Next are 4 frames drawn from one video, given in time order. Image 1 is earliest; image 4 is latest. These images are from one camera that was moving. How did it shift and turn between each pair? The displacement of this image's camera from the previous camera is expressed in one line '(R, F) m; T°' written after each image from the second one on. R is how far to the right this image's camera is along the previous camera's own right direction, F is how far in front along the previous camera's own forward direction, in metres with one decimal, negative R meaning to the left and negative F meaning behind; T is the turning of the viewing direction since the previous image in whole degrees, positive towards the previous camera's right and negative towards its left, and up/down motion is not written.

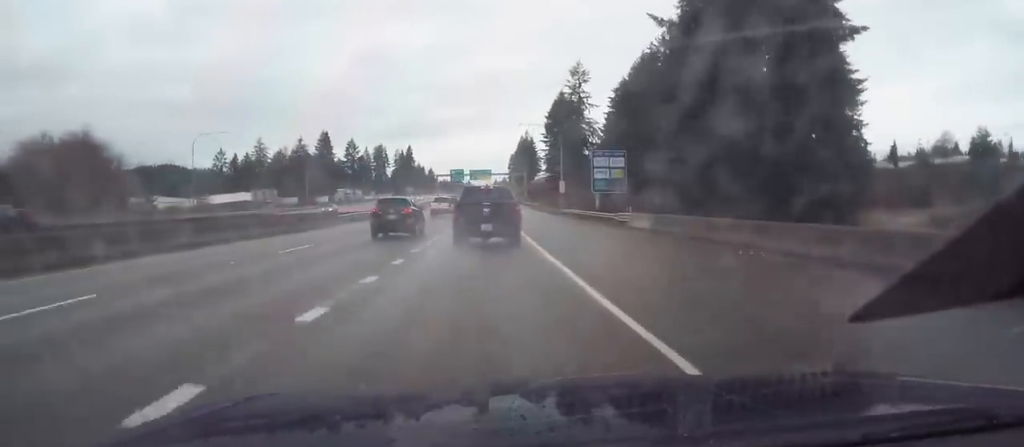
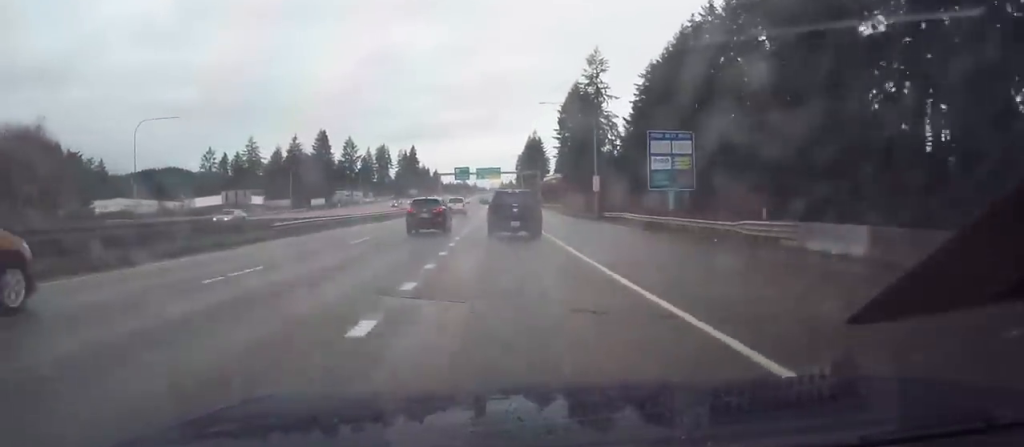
(+0.1, +19.4) m; -1°
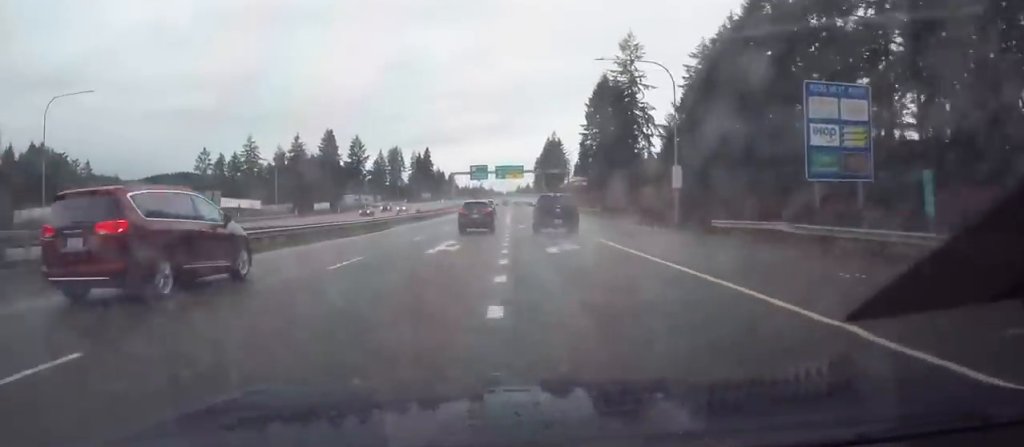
(-0.2, +21.7) m; 0°
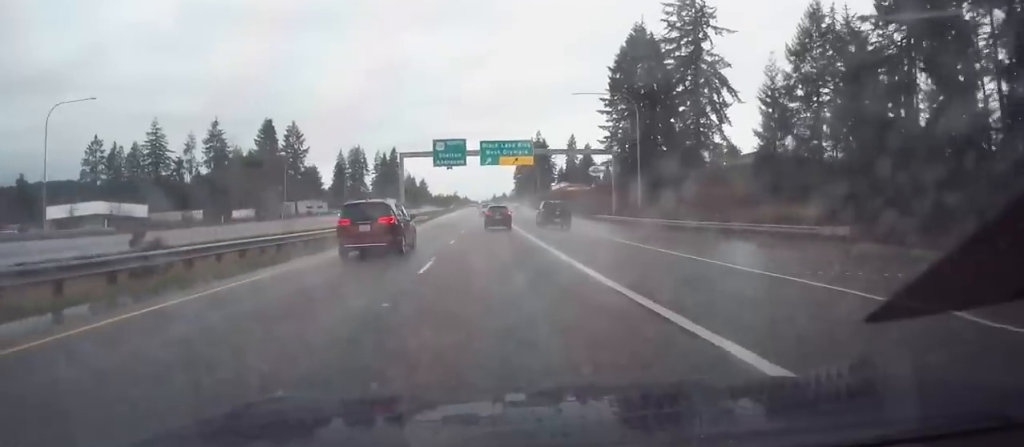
(+2.2, +62.6) m; +3°
